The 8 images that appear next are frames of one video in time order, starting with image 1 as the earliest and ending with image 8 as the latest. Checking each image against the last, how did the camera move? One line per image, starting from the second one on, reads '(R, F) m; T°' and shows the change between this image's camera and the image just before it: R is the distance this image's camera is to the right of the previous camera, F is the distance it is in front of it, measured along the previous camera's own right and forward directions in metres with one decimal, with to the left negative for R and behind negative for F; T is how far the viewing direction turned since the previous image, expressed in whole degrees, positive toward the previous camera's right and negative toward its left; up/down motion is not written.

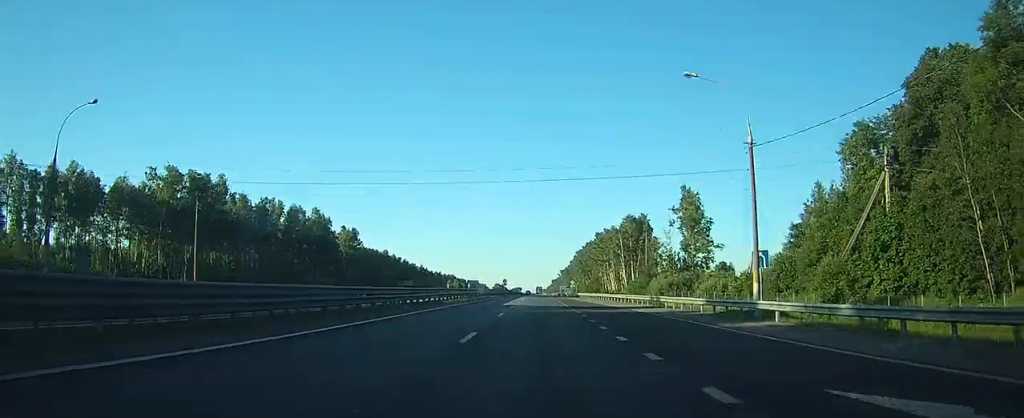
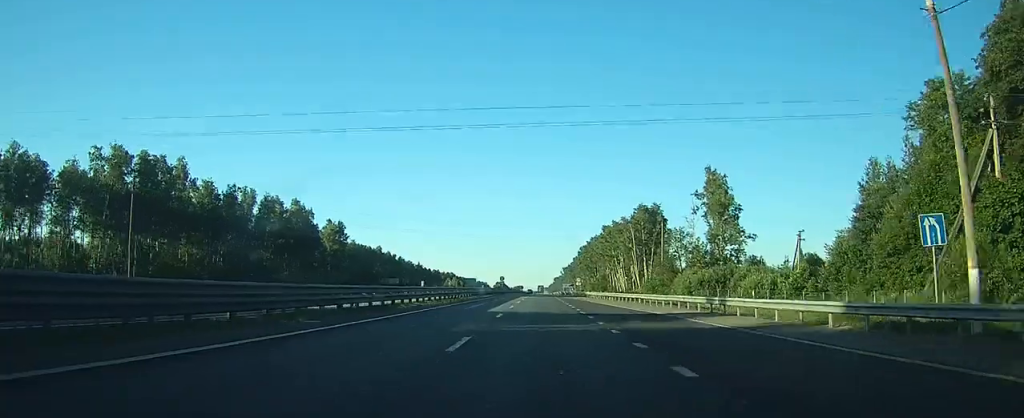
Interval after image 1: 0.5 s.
(0.0, +14.4) m; 0°
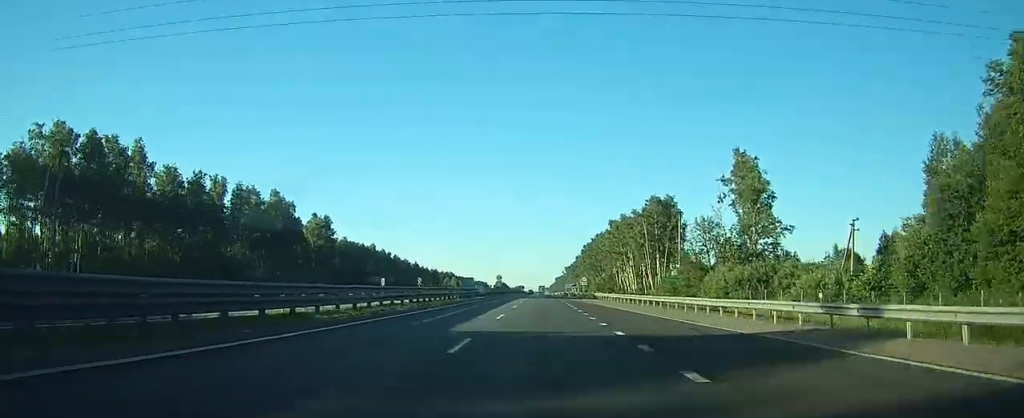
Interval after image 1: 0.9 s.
(0.0, +12.5) m; 0°
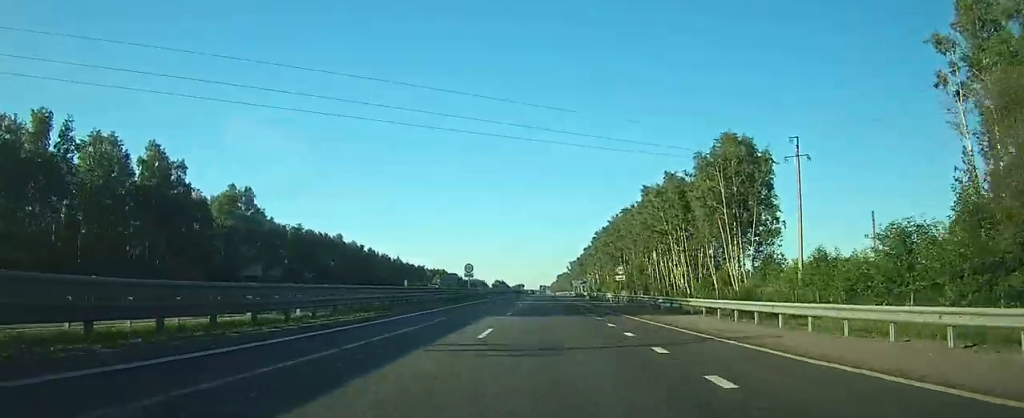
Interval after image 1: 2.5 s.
(-0.1, +45.1) m; 0°
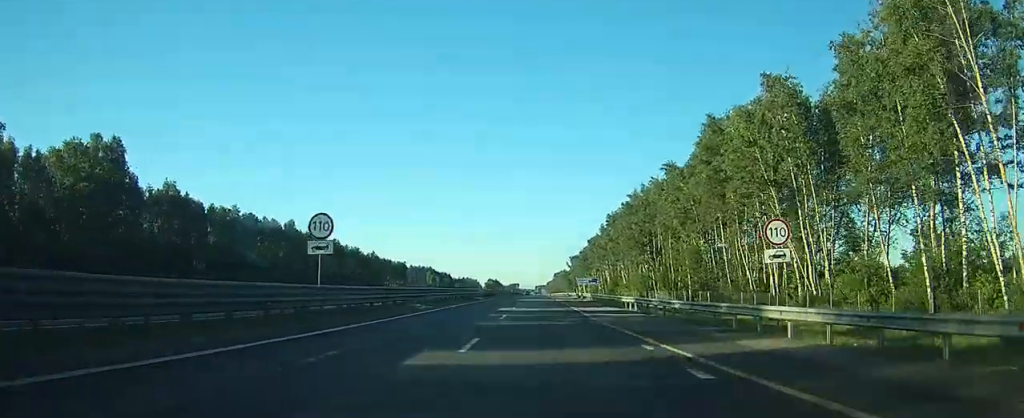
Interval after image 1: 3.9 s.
(+0.1, +39.5) m; 0°
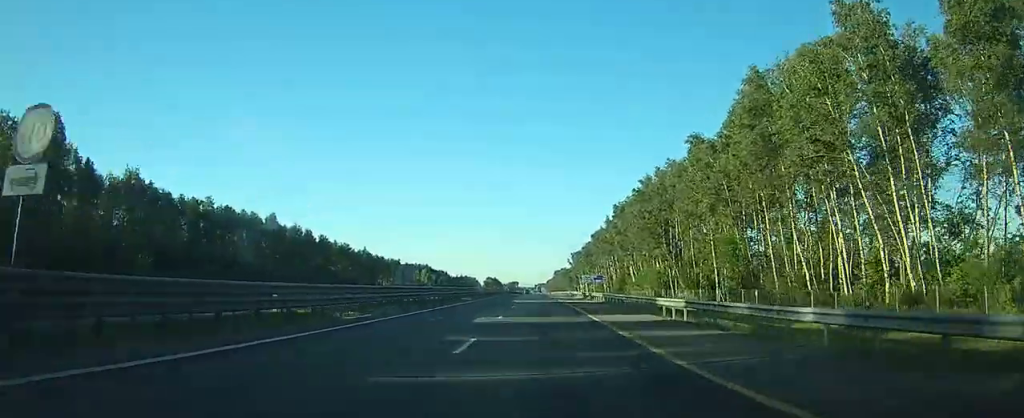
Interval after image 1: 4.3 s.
(0.0, +12.7) m; 0°
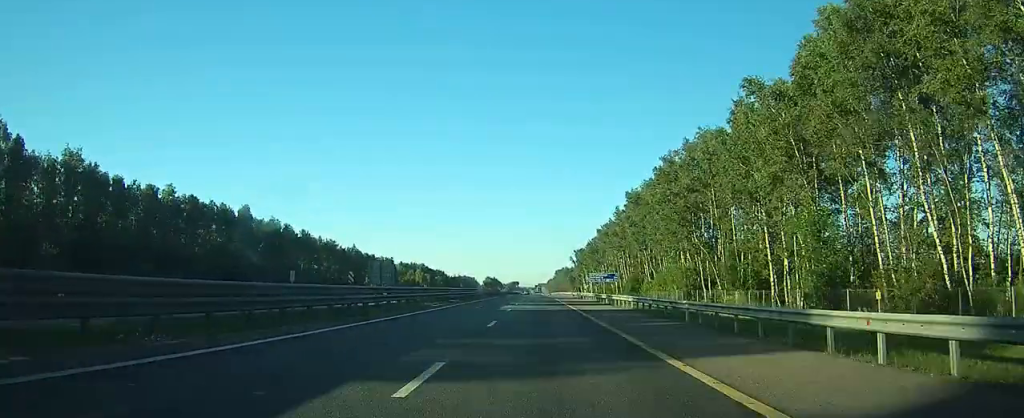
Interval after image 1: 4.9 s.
(+0.1, +16.8) m; 0°
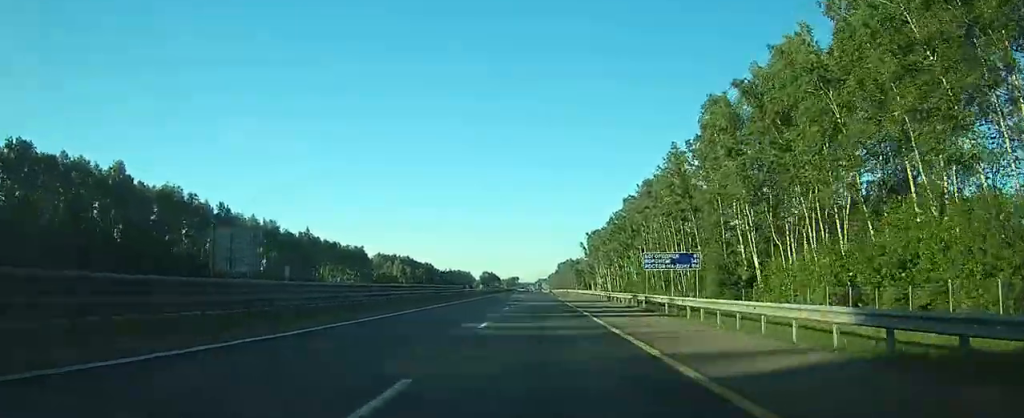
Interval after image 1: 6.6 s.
(-0.1, +53.4) m; 0°
